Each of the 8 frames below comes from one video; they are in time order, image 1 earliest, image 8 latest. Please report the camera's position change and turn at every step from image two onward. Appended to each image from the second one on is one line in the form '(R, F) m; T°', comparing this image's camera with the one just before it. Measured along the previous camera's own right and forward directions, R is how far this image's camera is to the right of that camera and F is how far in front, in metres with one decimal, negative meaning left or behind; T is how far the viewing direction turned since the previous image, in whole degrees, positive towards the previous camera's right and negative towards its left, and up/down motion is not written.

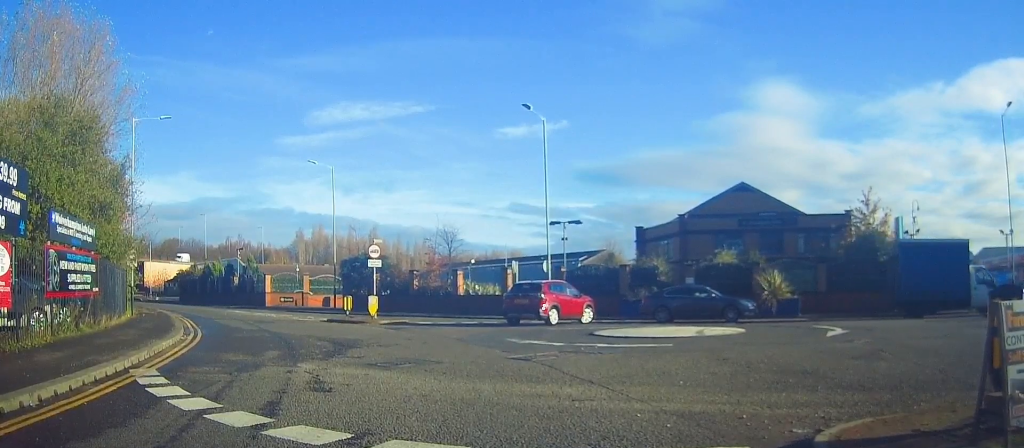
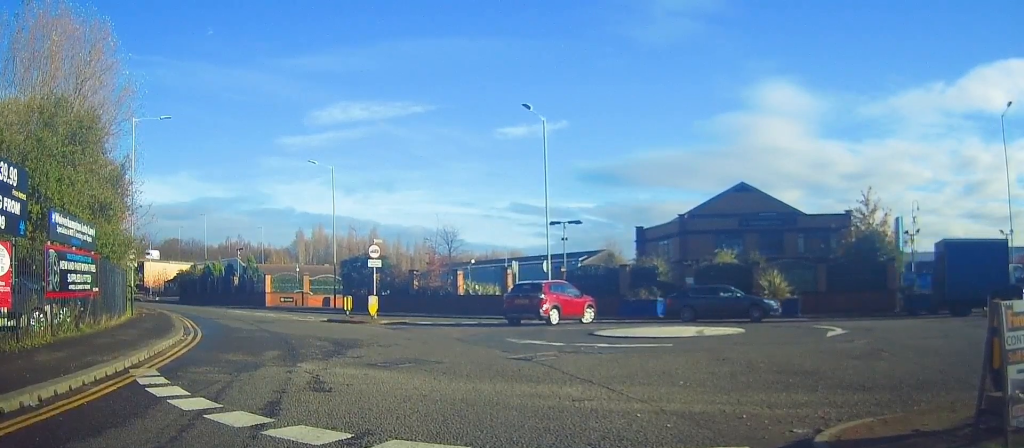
(0.0, 0.0) m; 0°
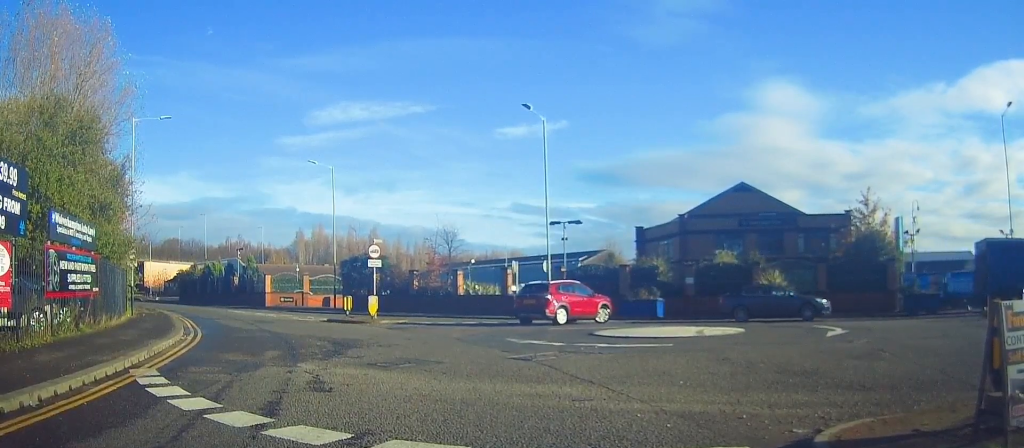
(0.0, 0.0) m; 0°
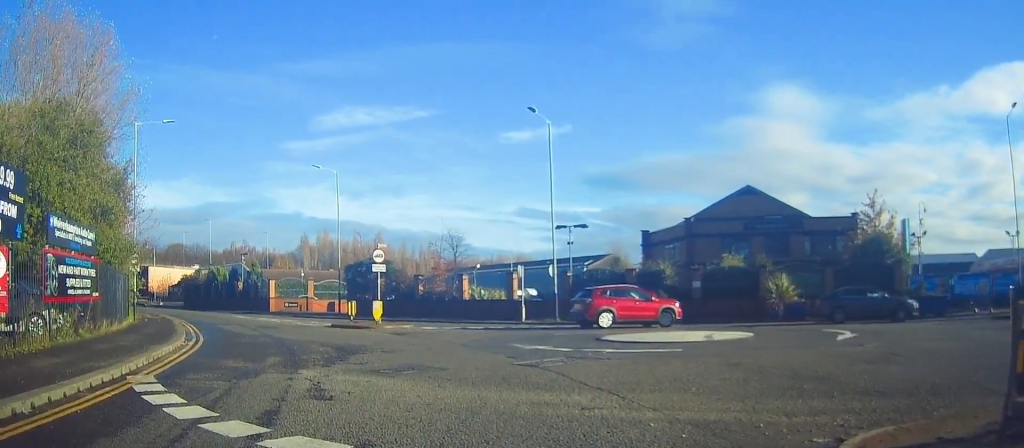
(0.0, +0.1) m; 0°
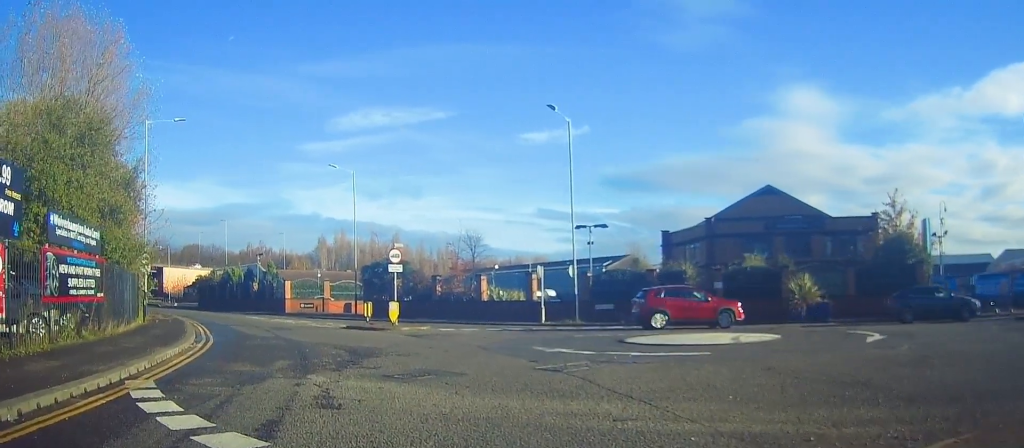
(-0.1, +0.2) m; 0°
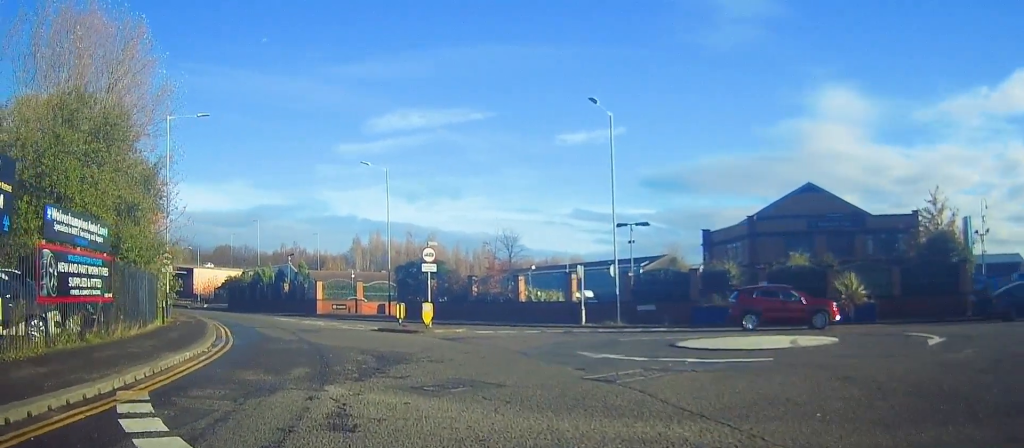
(-0.2, +0.7) m; 0°
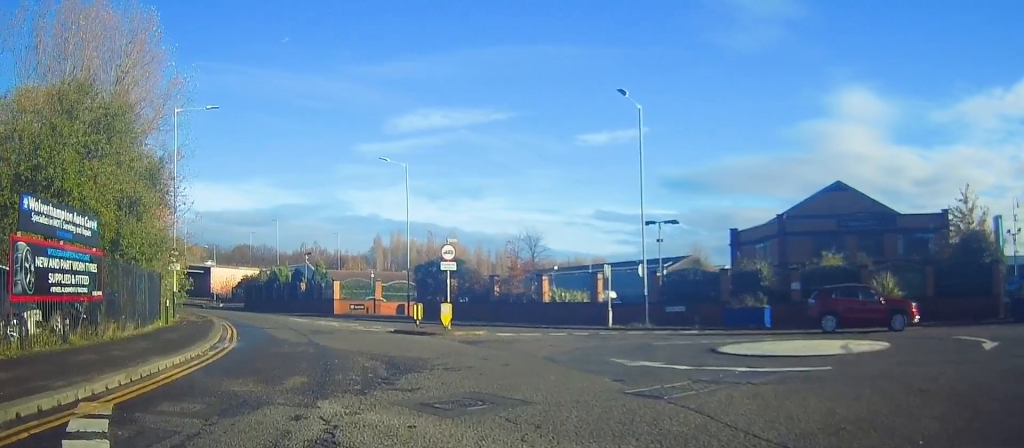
(-0.3, +0.9) m; 0°
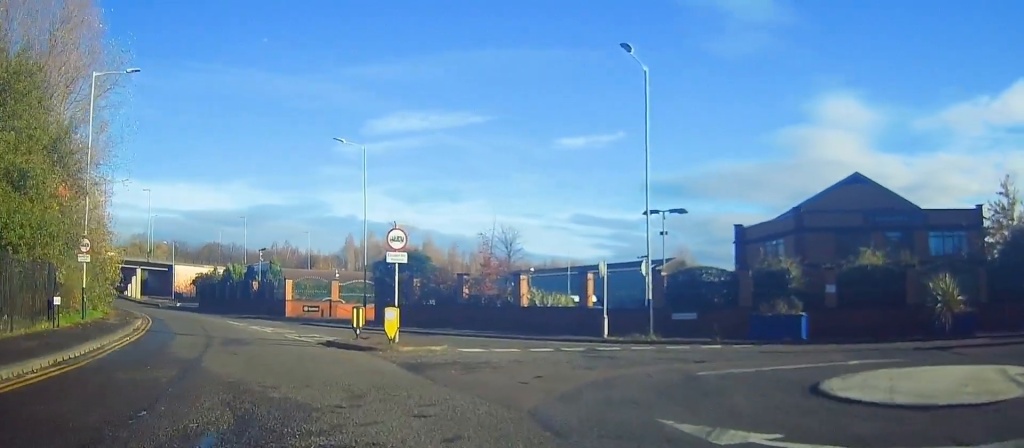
(+0.2, +4.9) m; -2°
